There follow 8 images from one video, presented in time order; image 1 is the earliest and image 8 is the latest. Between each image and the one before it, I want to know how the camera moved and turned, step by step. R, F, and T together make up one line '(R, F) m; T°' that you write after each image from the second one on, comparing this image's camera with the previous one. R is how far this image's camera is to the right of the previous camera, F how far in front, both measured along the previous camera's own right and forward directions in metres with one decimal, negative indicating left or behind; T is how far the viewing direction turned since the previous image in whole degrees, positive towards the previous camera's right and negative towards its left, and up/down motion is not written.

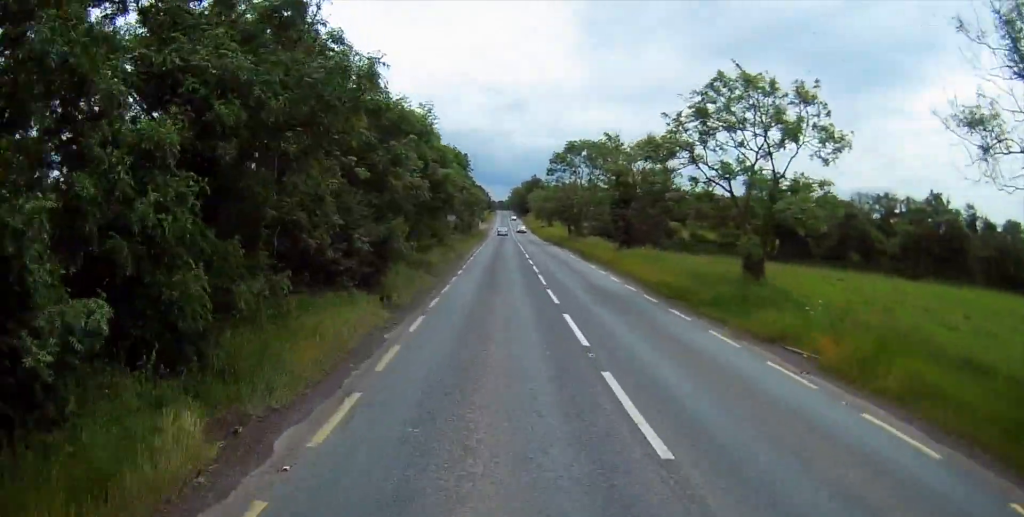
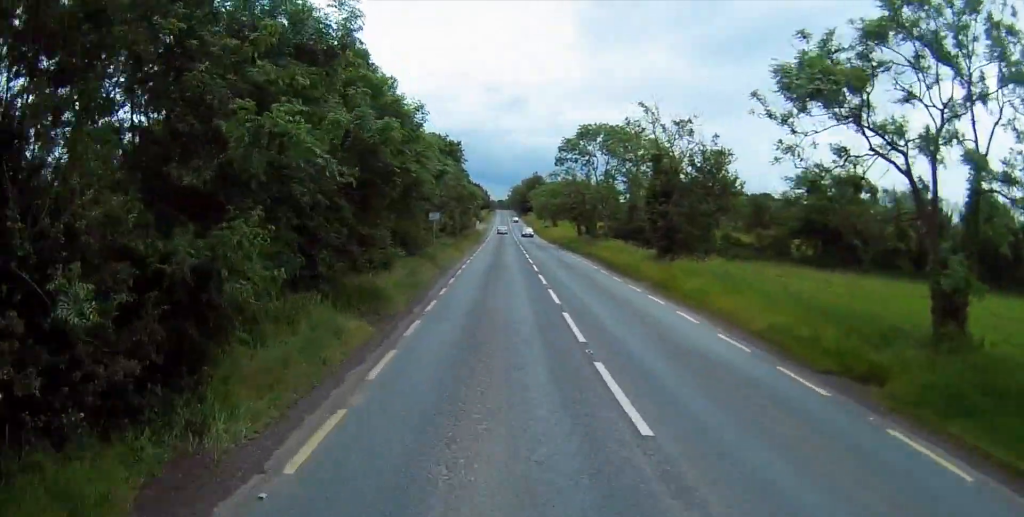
(+0.2, +12.5) m; 0°
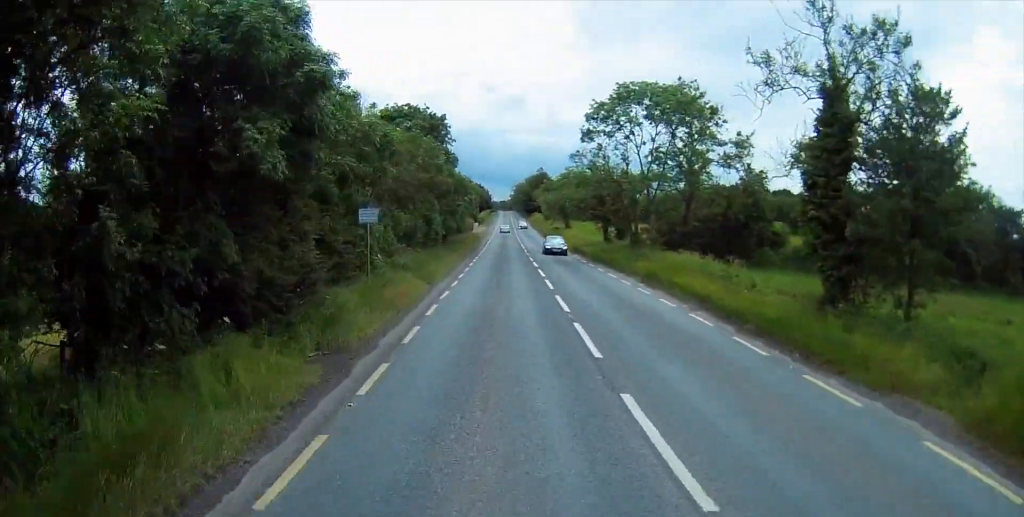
(-0.1, +20.1) m; 0°
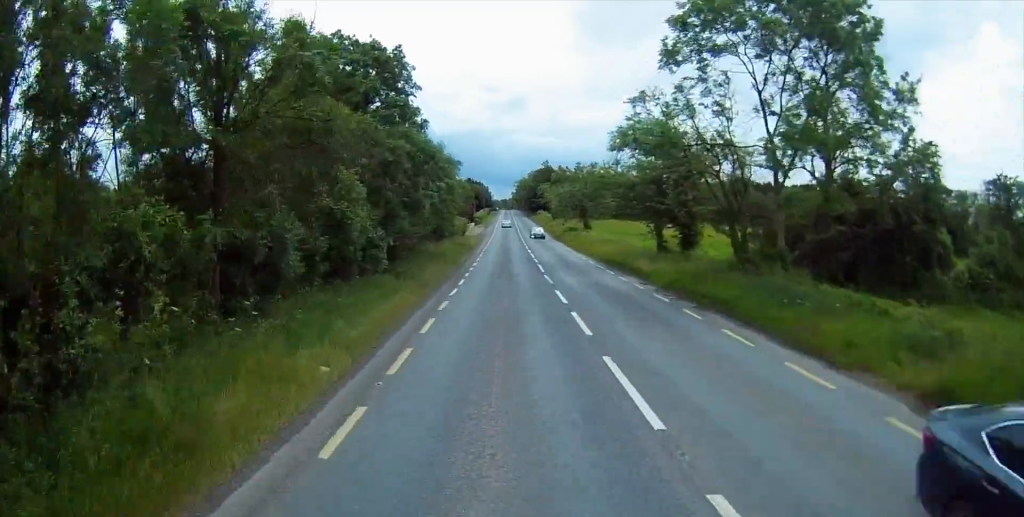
(+0.1, +21.8) m; -1°
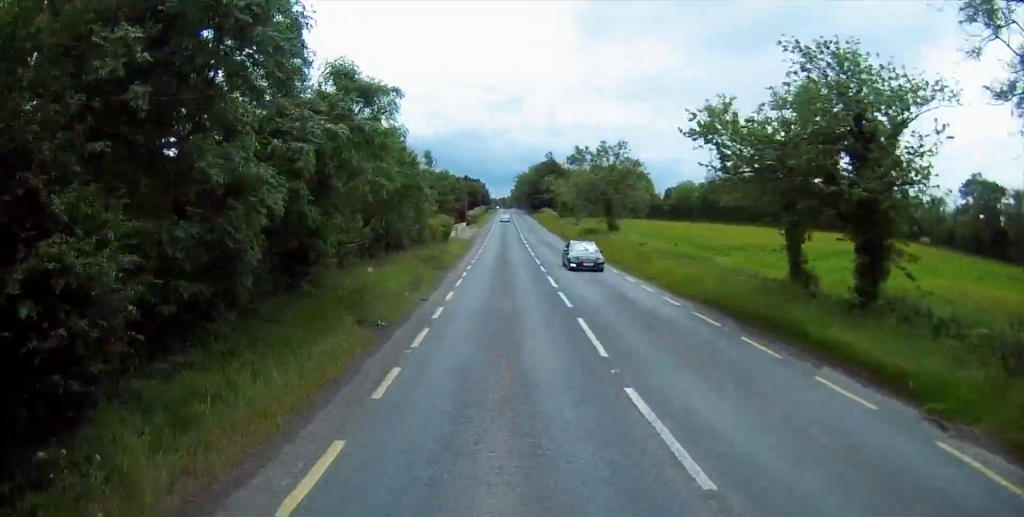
(-0.3, +20.6) m; 0°
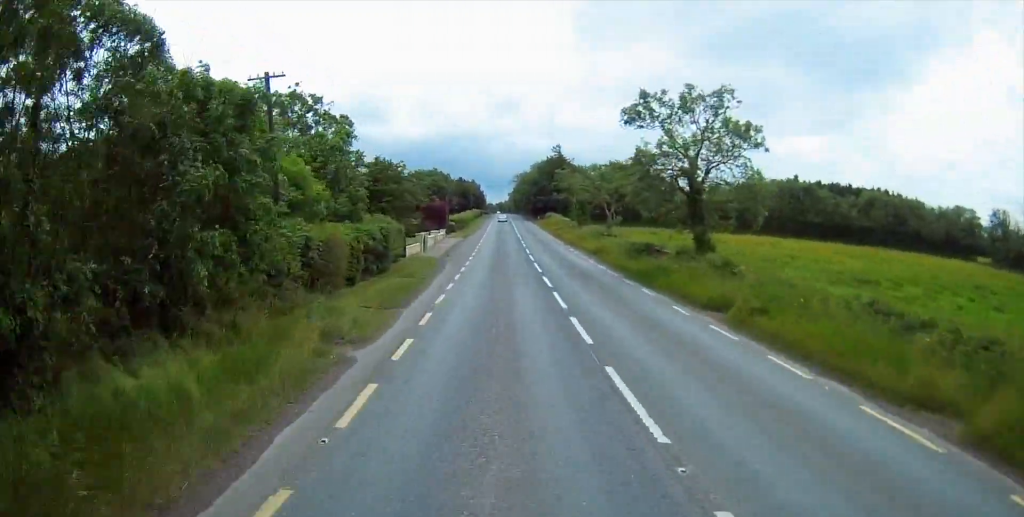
(+0.4, +28.8) m; +1°
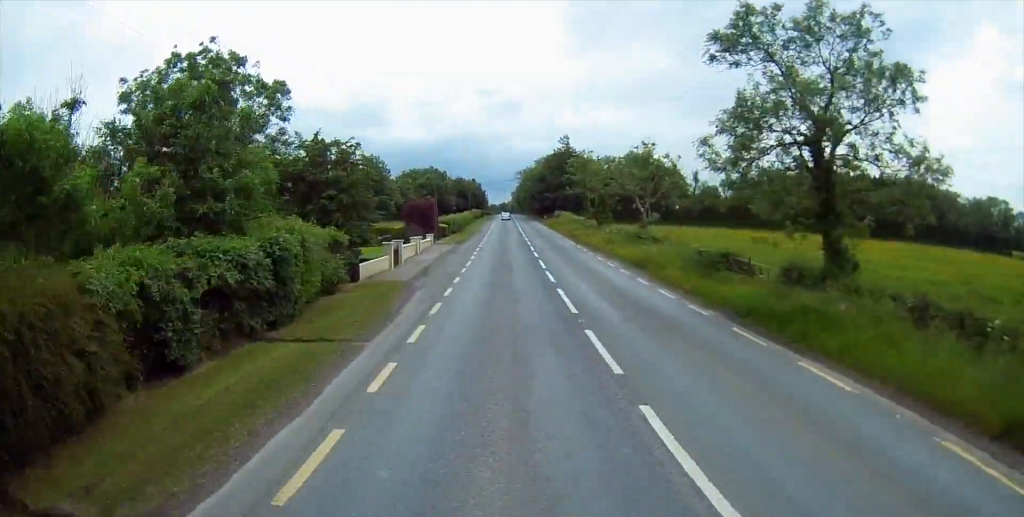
(-0.2, +13.8) m; 0°
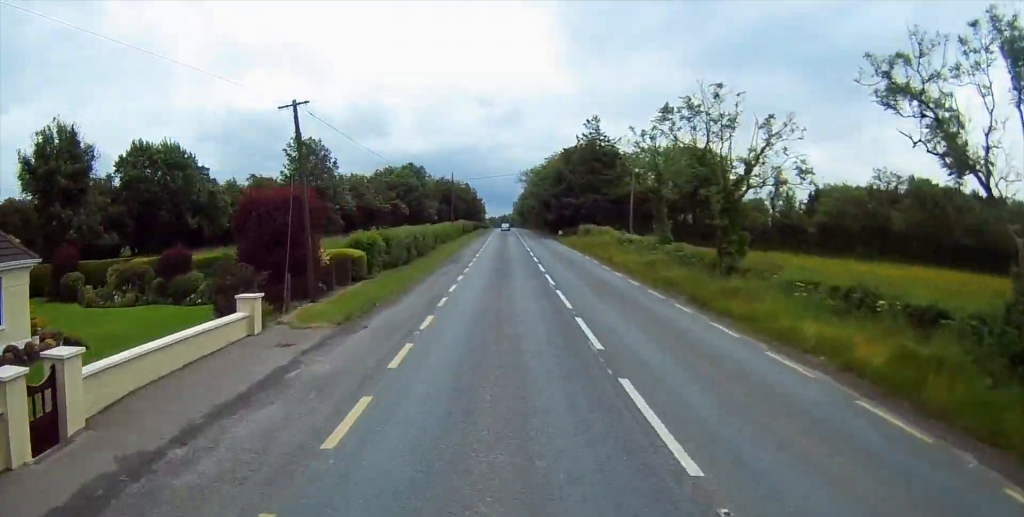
(+0.1, +37.2) m; 0°
